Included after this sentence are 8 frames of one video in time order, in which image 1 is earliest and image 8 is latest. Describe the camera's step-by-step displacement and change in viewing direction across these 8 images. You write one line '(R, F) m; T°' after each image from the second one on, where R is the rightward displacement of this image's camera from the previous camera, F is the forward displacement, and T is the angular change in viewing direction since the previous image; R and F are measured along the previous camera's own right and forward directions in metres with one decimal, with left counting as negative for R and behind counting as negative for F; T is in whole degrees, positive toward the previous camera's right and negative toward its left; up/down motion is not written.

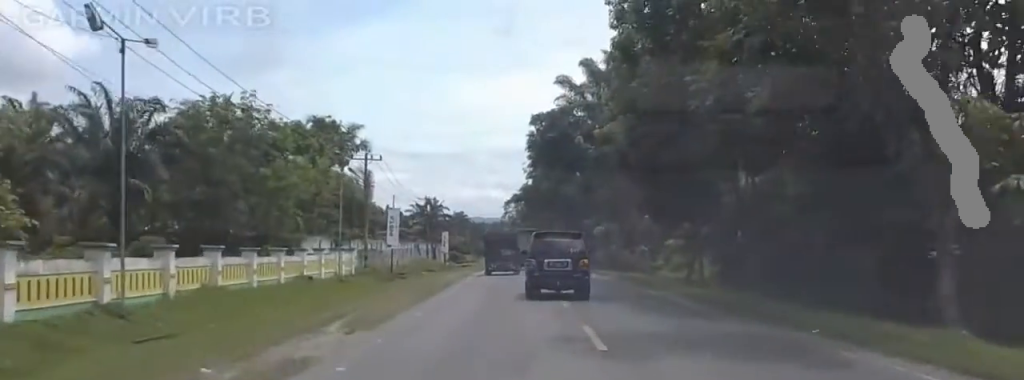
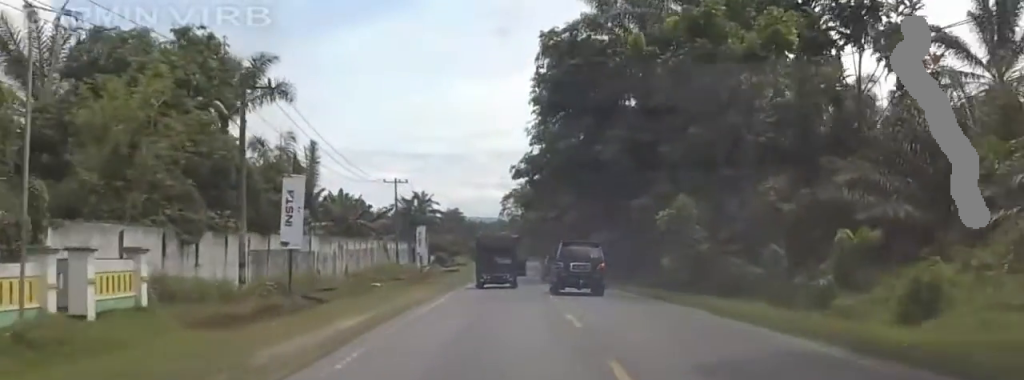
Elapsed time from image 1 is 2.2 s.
(0.0, +29.4) m; +1°
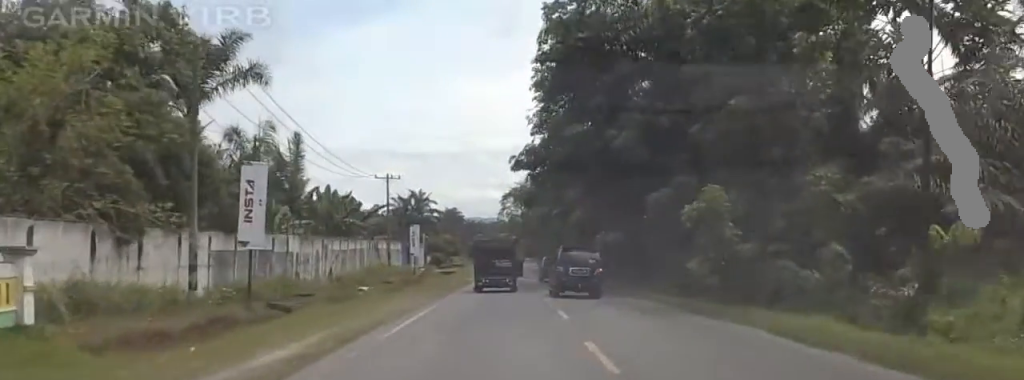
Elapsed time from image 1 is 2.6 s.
(+0.1, +5.6) m; 0°
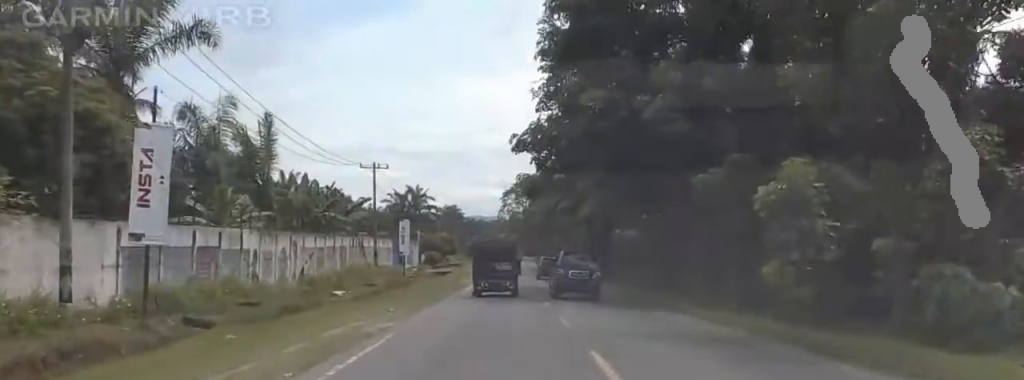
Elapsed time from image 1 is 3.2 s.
(-0.2, +8.8) m; -1°
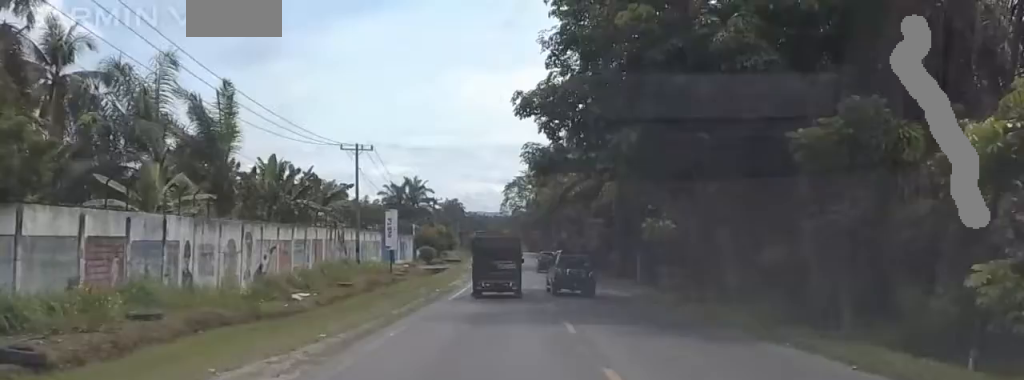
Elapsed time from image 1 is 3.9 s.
(-0.1, +9.4) m; -1°
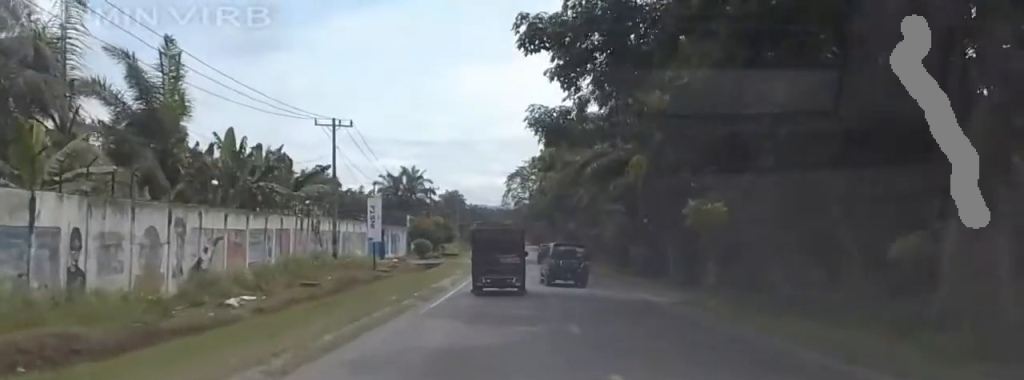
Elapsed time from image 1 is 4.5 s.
(0.0, +8.8) m; 0°
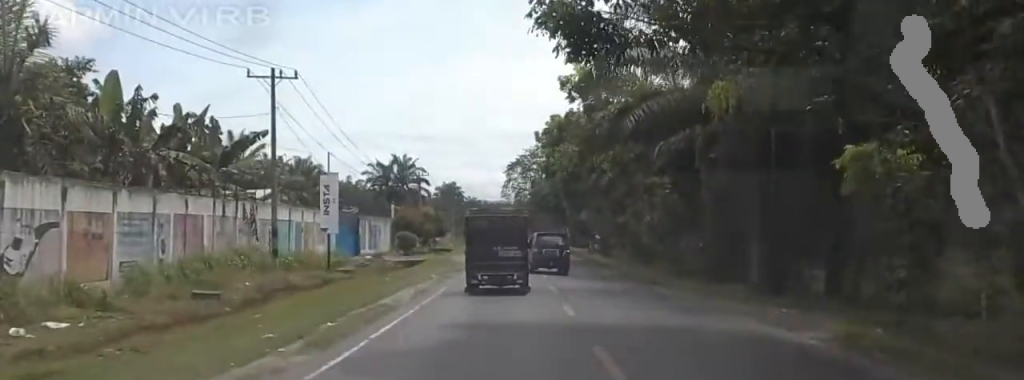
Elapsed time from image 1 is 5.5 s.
(+0.1, +13.5) m; +1°
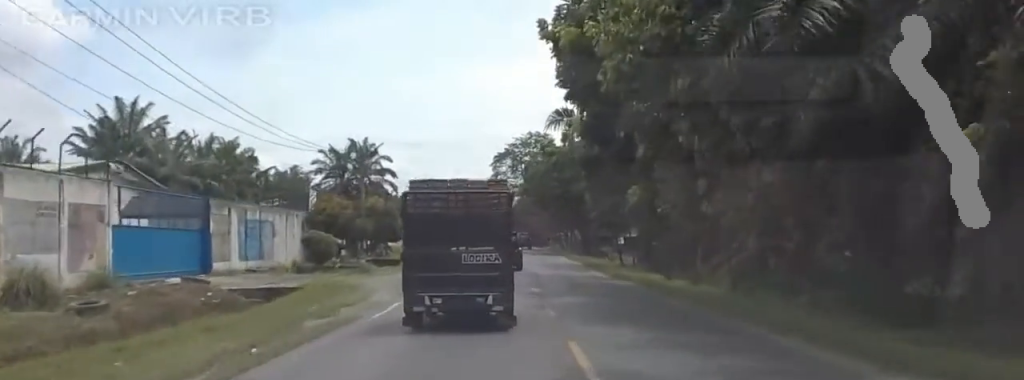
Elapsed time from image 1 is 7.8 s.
(+0.7, +33.9) m; +1°
